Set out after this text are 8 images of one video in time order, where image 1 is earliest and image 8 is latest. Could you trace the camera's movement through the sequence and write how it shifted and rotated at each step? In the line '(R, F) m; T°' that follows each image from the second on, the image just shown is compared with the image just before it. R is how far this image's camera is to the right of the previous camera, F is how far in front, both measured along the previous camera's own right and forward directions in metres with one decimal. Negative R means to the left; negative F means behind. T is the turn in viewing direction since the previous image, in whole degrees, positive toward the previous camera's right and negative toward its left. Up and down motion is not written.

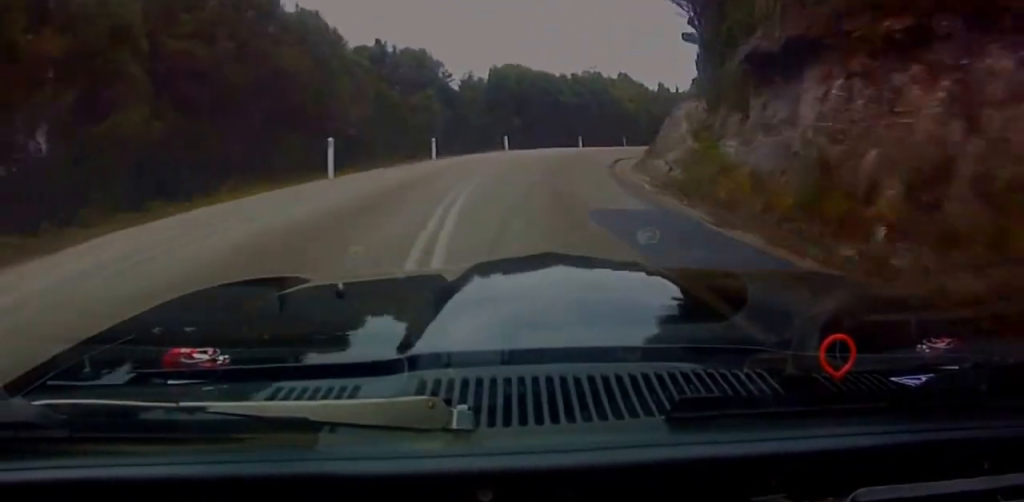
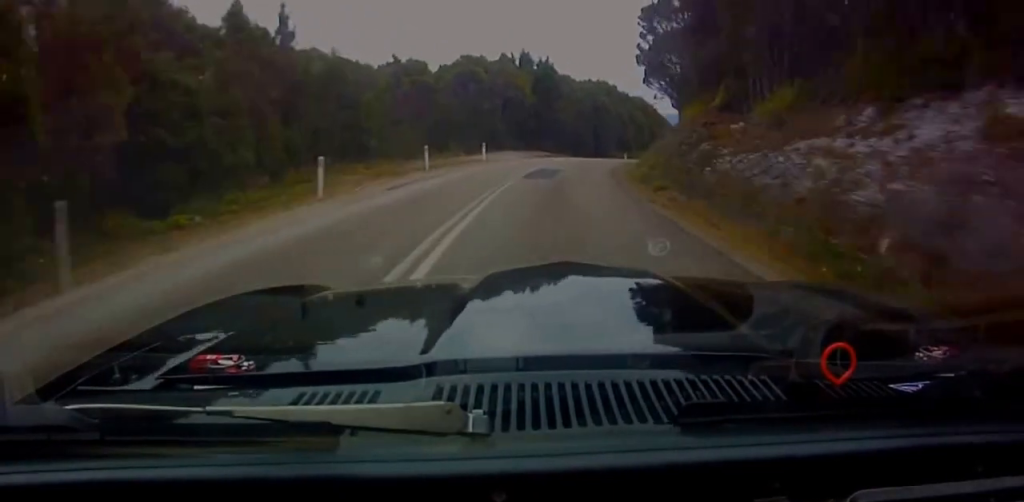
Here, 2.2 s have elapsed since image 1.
(+5.5, +59.9) m; +20°
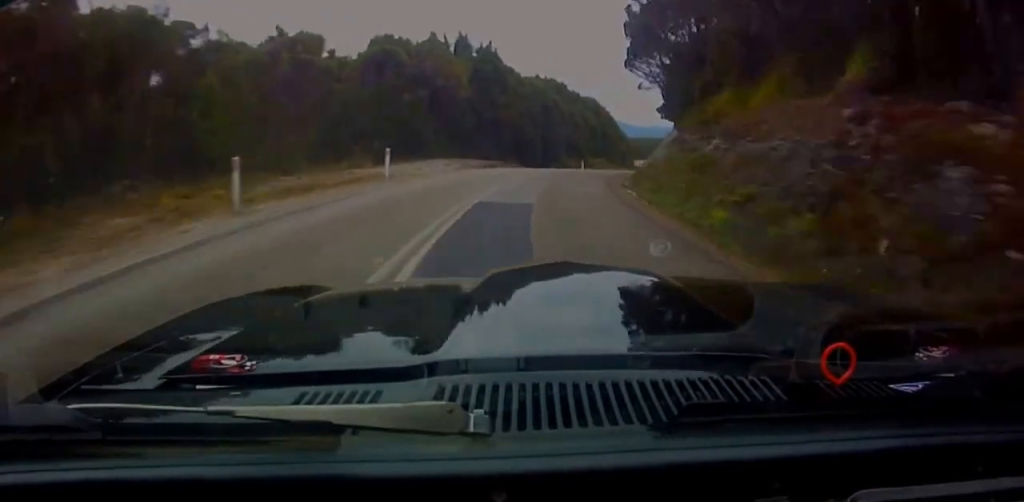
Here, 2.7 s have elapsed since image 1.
(+0.6, +15.1) m; +7°
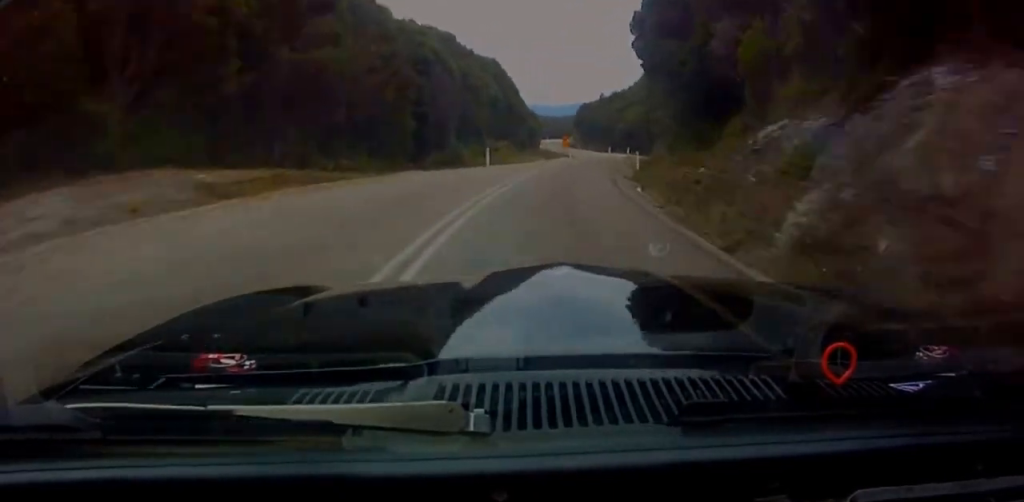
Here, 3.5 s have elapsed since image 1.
(+2.7, +29.4) m; +10°
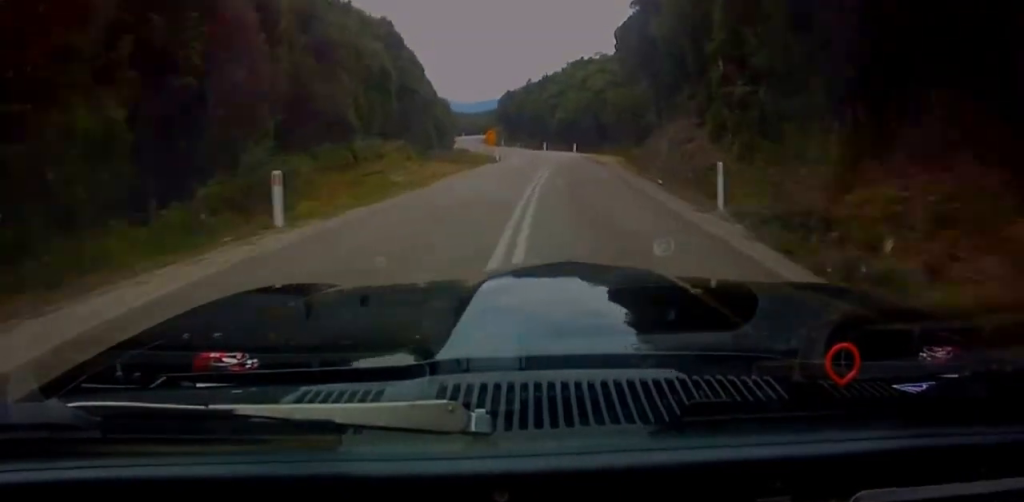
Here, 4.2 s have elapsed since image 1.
(+2.1, +26.8) m; +2°
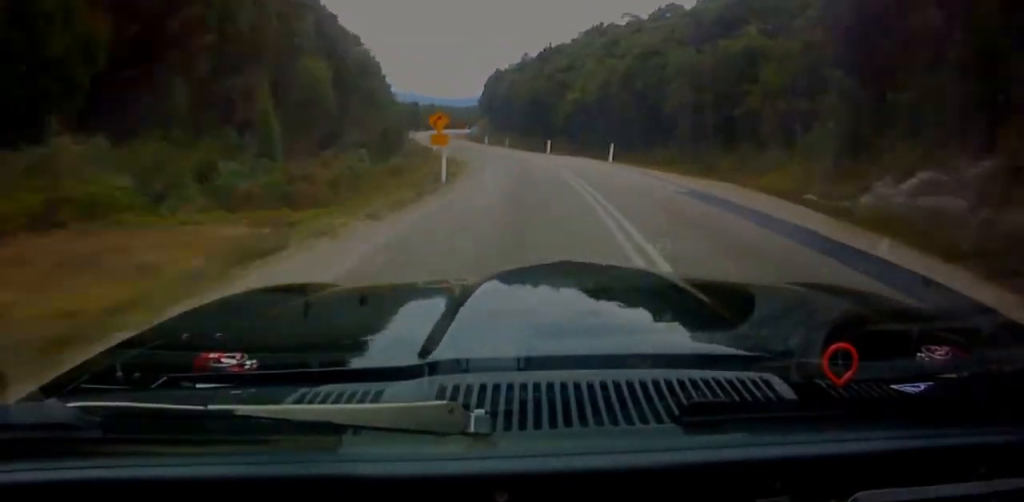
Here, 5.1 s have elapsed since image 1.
(+0.4, +34.3) m; 0°
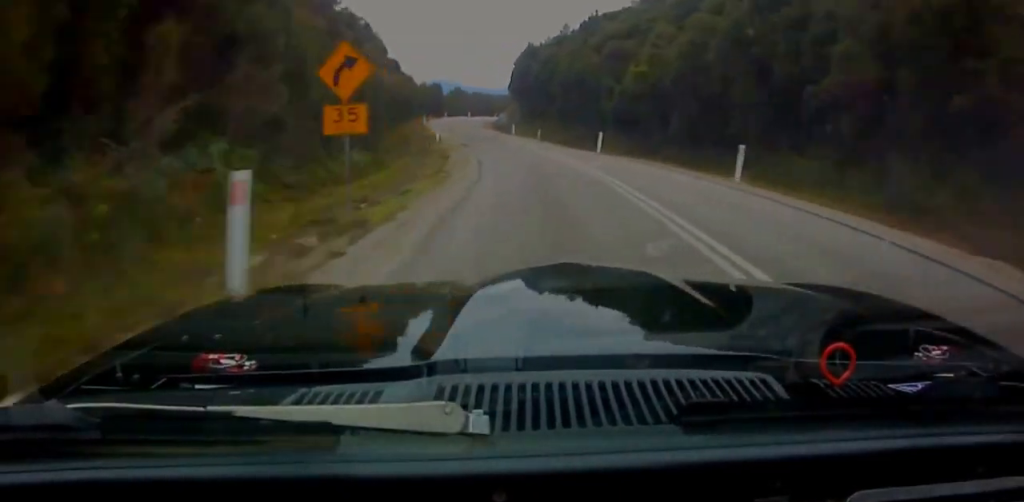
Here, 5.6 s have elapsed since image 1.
(-0.1, +17.5) m; -1°
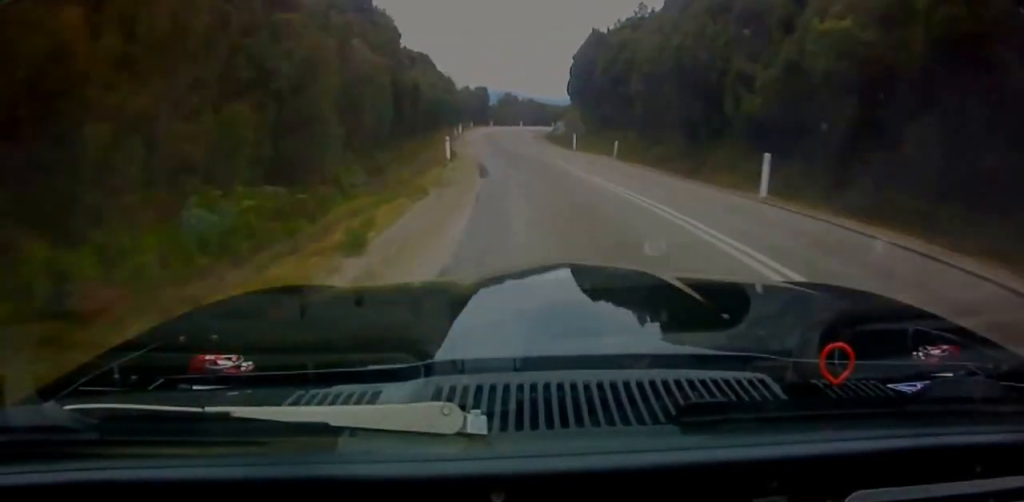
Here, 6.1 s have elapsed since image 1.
(-0.1, +17.3) m; 0°
